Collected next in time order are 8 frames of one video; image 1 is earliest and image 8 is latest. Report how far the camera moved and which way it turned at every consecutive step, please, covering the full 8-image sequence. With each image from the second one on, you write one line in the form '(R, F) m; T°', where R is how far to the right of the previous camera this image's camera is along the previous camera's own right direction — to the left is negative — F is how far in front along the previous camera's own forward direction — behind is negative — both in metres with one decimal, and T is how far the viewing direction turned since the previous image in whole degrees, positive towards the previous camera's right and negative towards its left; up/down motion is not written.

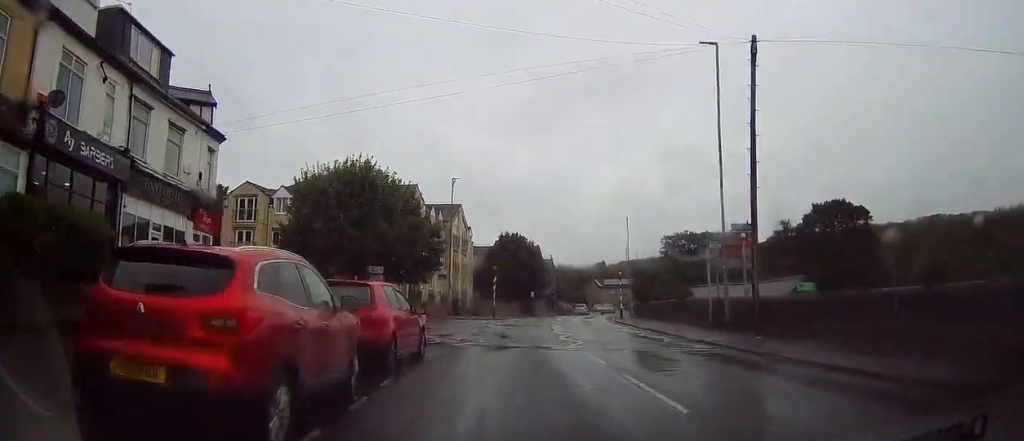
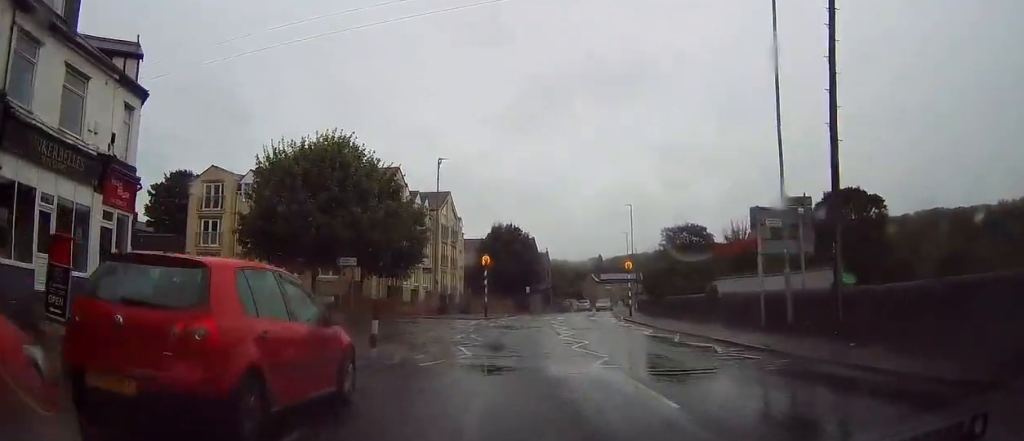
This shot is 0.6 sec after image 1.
(-0.1, +5.8) m; 0°
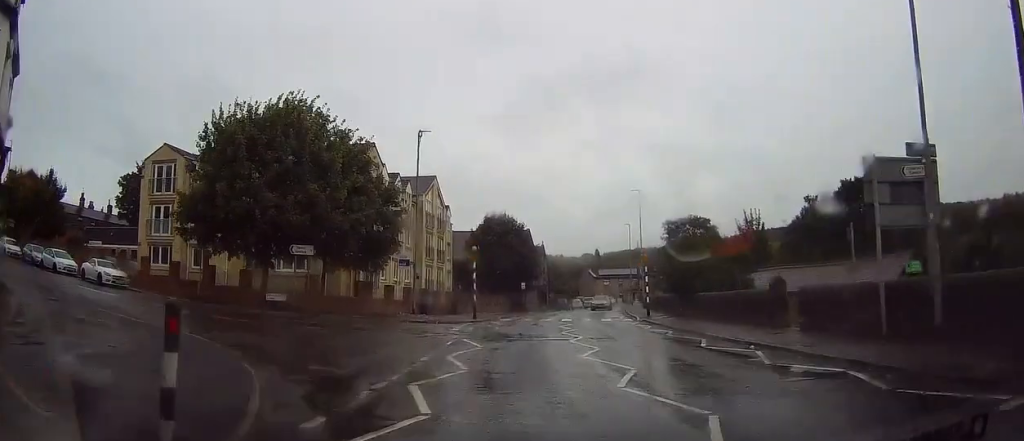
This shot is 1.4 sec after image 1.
(0.0, +7.2) m; +1°
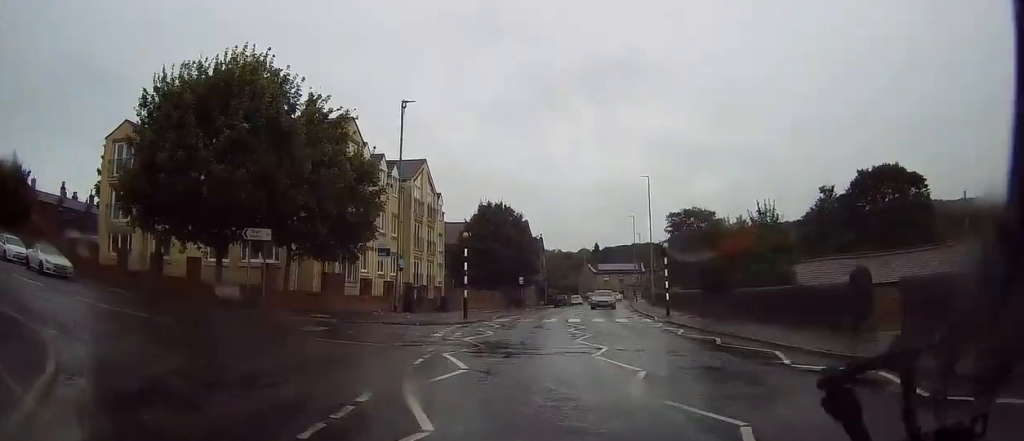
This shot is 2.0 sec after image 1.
(-0.1, +5.3) m; +1°
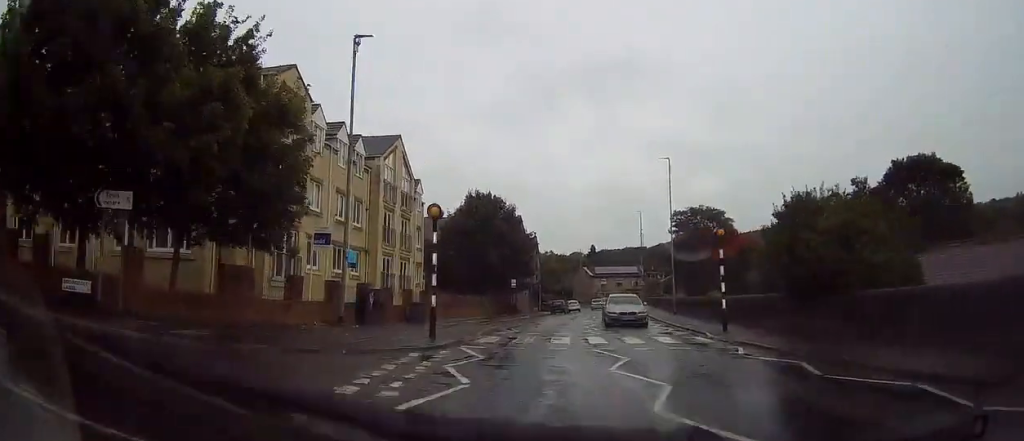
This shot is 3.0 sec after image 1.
(+0.3, +9.4) m; 0°
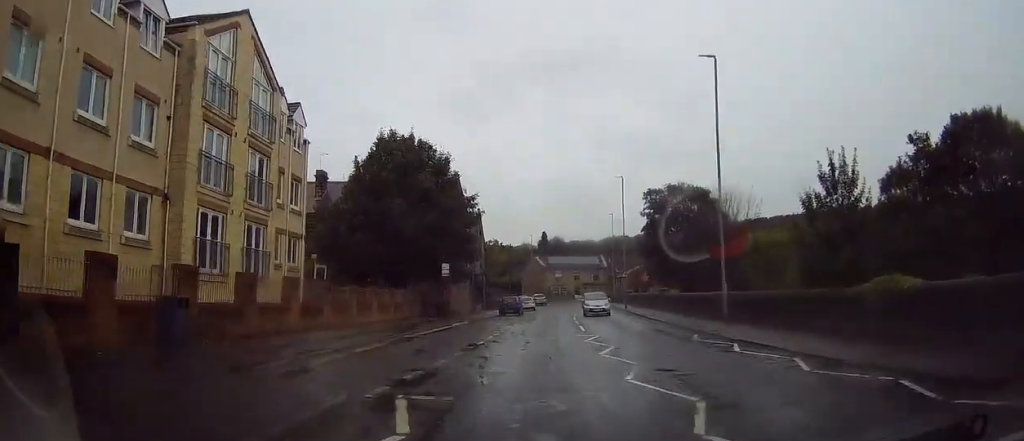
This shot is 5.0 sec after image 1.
(+0.2, +19.1) m; +5°
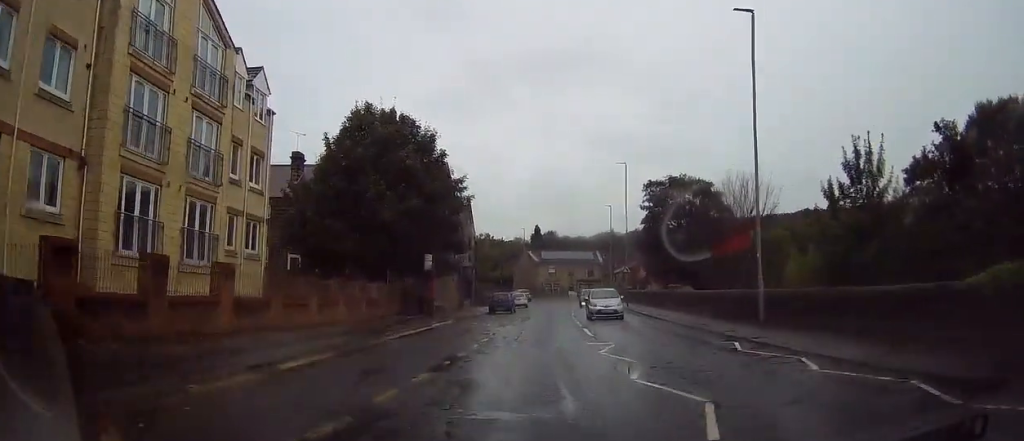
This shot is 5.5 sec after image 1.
(+0.2, +4.6) m; +1°
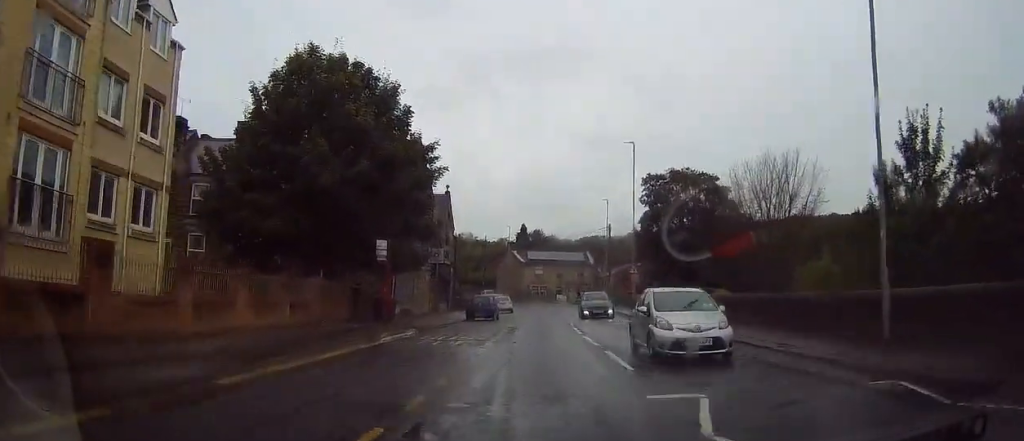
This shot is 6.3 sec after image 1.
(+0.2, +8.2) m; +2°
